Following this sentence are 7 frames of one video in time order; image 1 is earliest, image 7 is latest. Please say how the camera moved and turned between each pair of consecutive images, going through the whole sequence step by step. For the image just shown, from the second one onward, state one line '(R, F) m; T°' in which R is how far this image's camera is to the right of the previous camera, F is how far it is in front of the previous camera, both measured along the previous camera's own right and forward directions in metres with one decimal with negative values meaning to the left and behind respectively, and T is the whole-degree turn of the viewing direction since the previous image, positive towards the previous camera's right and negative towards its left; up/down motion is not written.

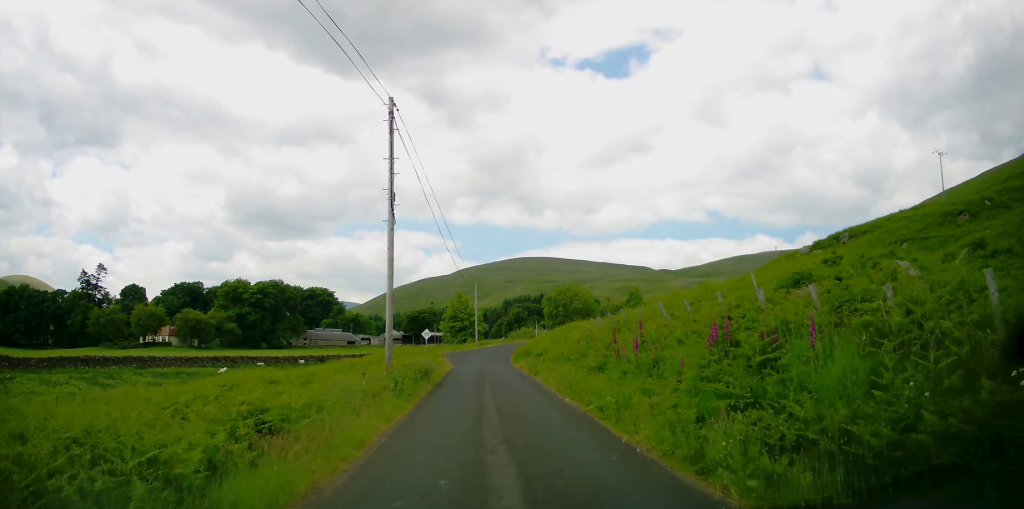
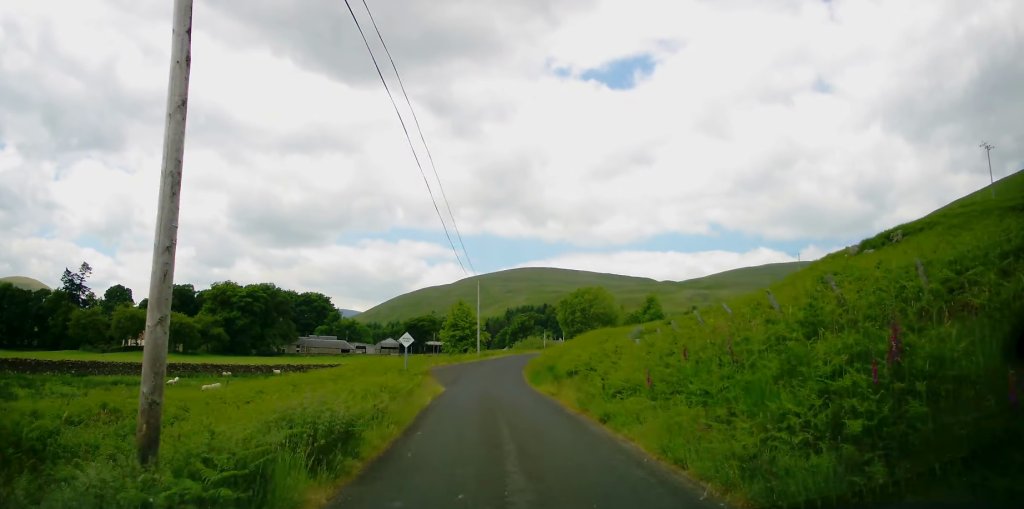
(+0.6, +11.1) m; +1°
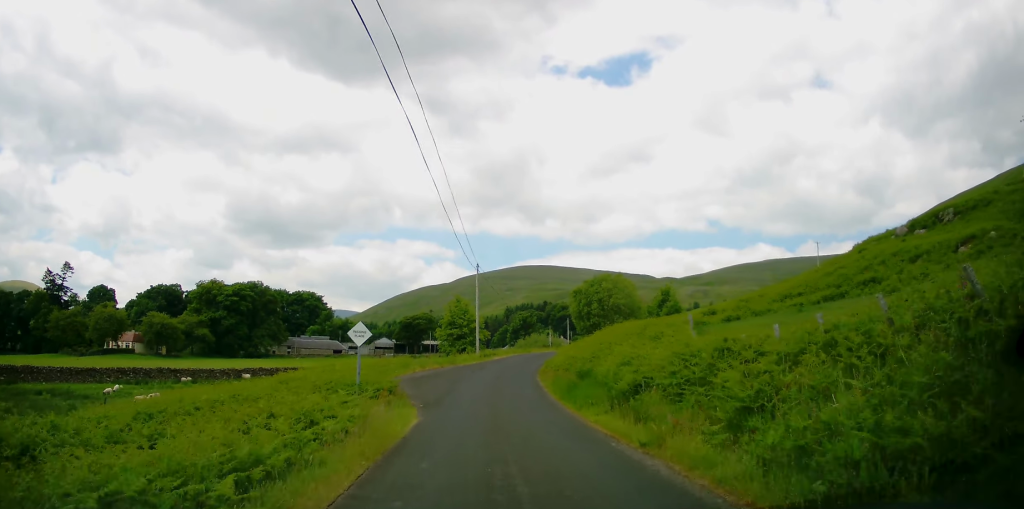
(-0.4, +9.8) m; -2°
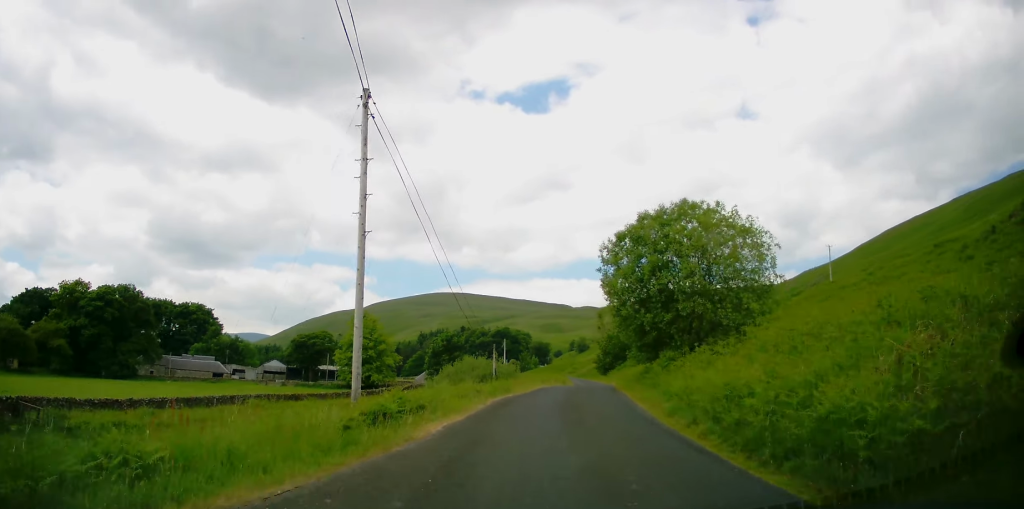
(+2.5, +33.8) m; +12°
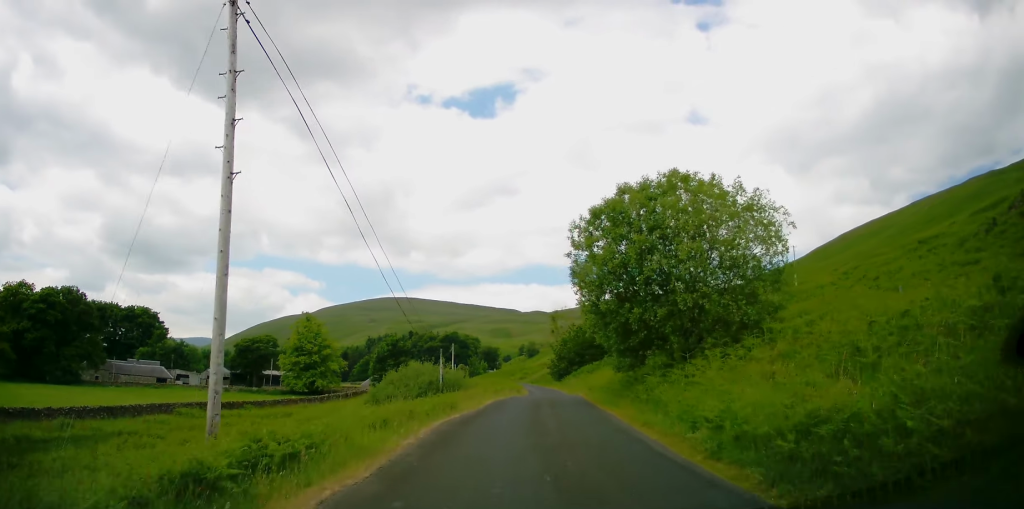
(+0.2, +4.8) m; +2°
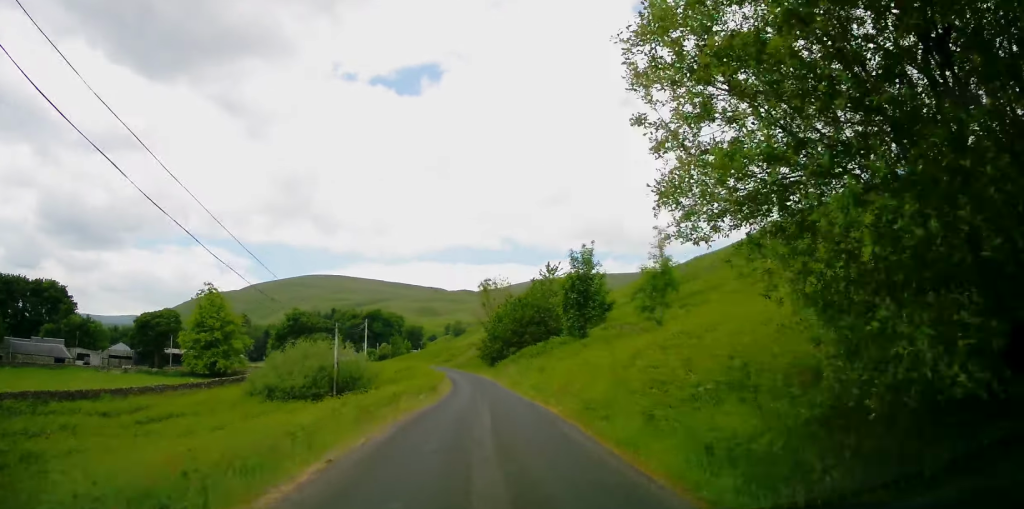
(+1.1, +15.4) m; +6°
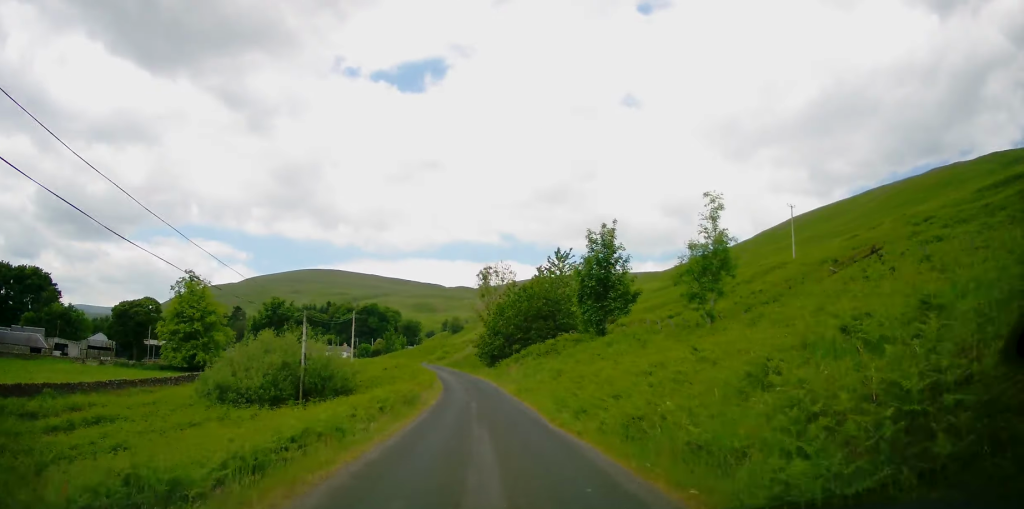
(+0.1, +7.9) m; +1°
